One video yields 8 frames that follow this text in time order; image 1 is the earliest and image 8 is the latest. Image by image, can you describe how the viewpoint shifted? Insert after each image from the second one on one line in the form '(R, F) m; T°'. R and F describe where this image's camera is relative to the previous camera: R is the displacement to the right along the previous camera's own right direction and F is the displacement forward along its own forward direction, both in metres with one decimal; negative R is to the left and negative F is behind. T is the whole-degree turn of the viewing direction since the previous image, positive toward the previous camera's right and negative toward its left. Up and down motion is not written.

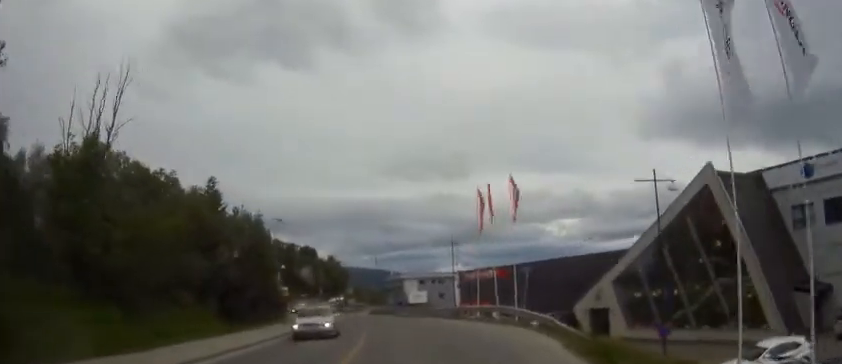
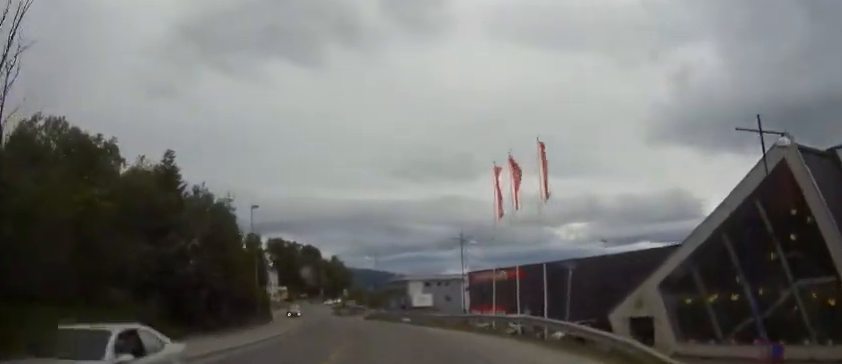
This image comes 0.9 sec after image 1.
(0.0, +9.2) m; 0°
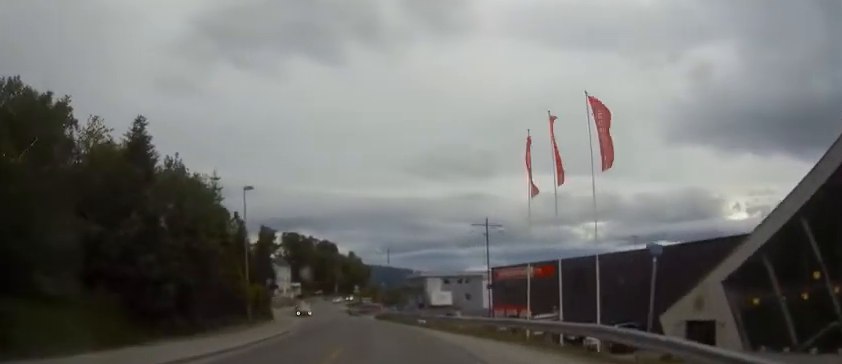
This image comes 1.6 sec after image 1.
(0.0, +6.9) m; -2°
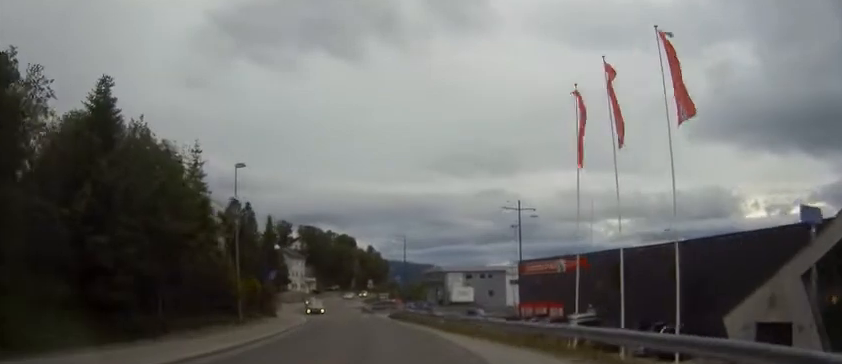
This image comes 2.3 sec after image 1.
(0.0, +6.3) m; -3°
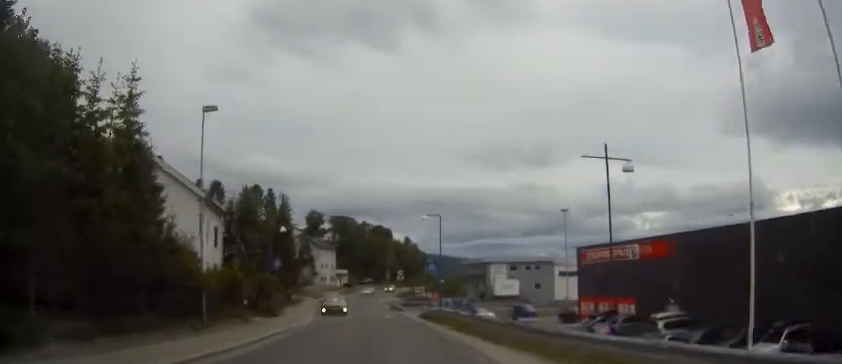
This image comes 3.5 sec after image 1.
(-0.9, +11.3) m; -8°
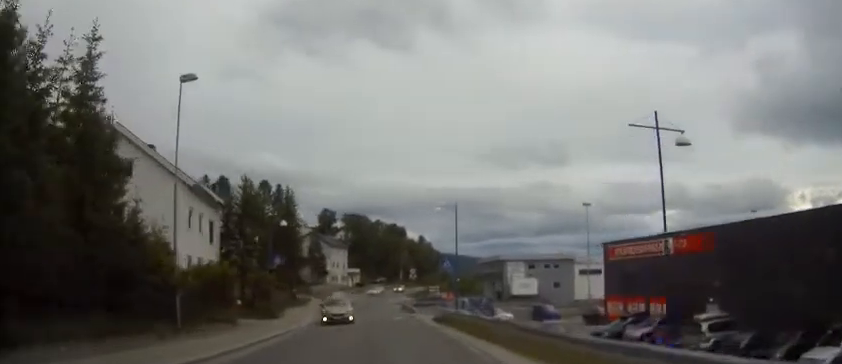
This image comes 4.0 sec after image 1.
(-0.2, +4.3) m; -2°
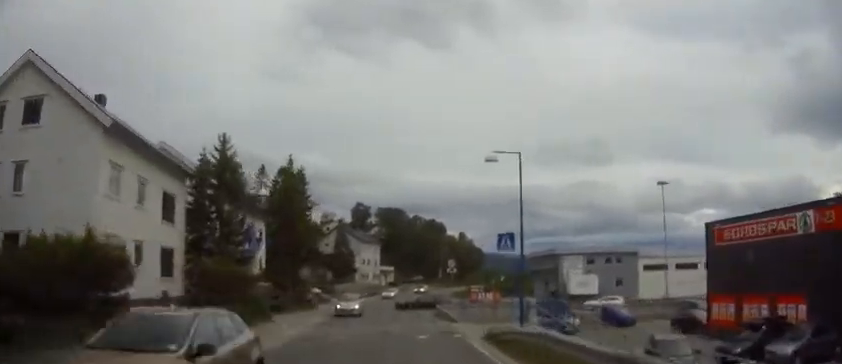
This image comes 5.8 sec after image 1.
(-0.1, +13.8) m; -1°
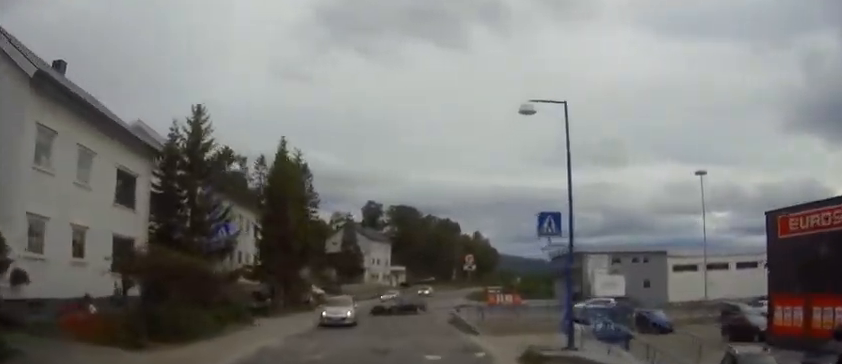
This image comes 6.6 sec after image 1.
(0.0, +6.3) m; -1°
